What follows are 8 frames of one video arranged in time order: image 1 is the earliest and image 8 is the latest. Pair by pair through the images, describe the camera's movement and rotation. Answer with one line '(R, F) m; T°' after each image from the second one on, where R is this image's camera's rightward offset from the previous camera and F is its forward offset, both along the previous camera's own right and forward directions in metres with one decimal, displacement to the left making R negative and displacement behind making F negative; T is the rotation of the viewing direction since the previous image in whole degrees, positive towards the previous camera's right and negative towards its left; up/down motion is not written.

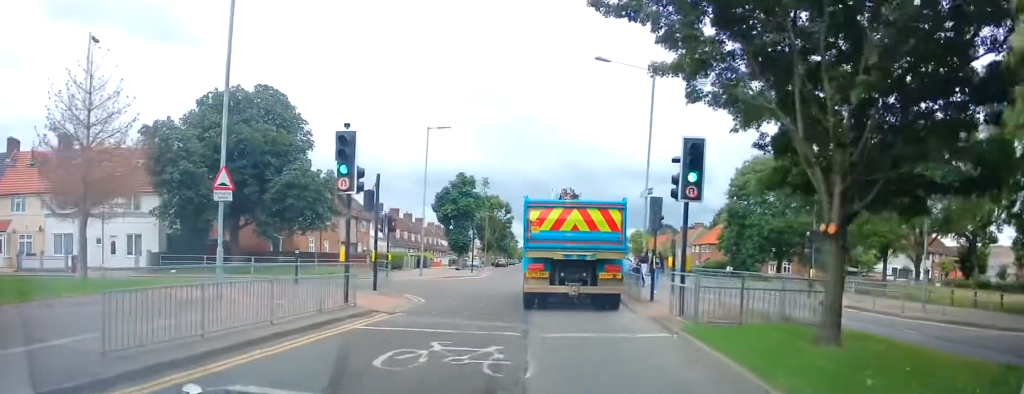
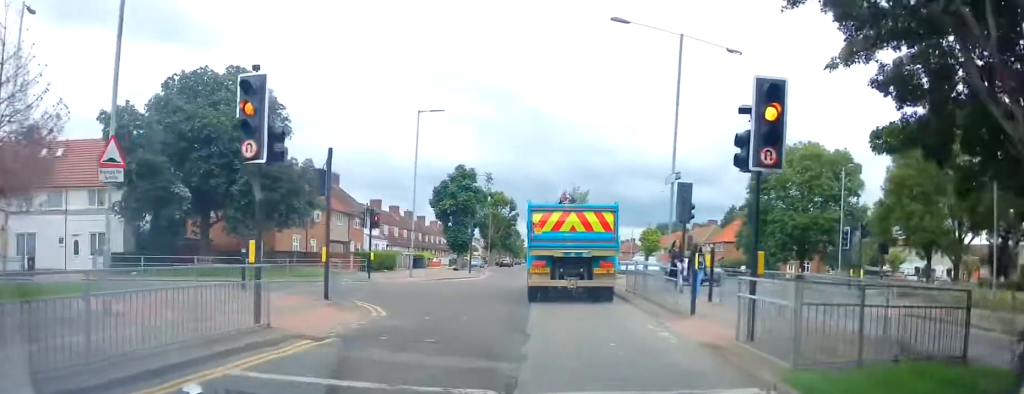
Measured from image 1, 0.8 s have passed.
(-0.4, +4.5) m; -4°
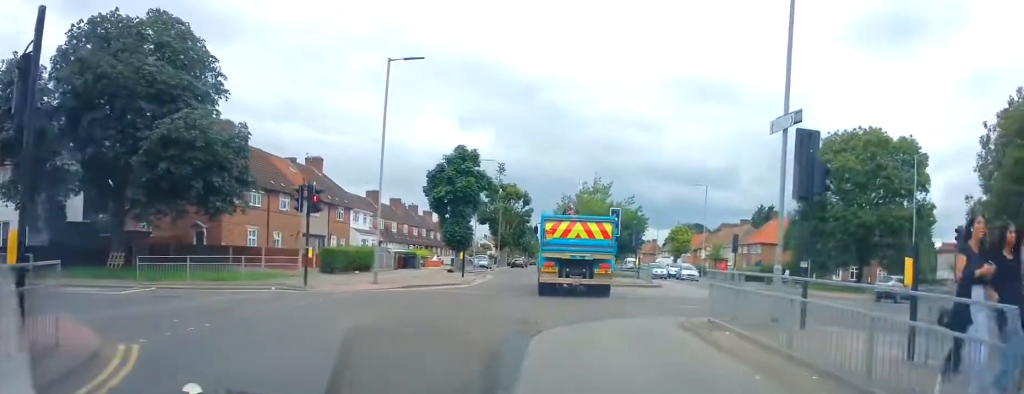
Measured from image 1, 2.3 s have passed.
(+0.1, +9.5) m; +3°
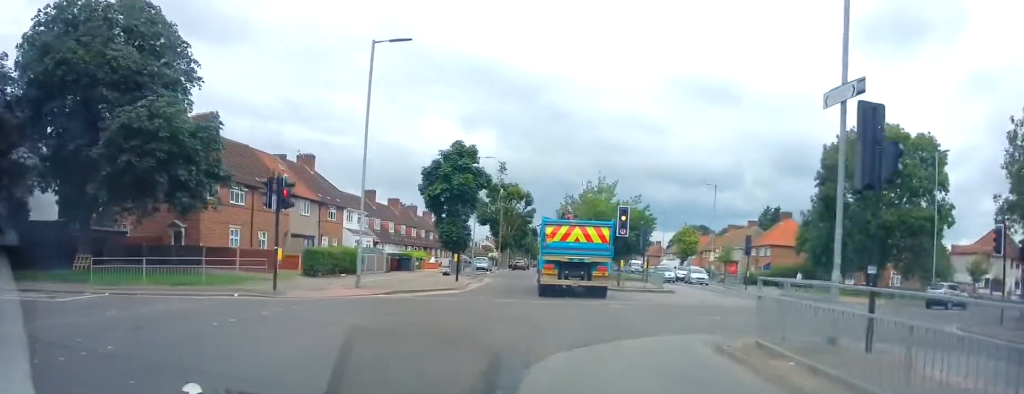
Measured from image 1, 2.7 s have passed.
(-0.1, +2.6) m; +2°
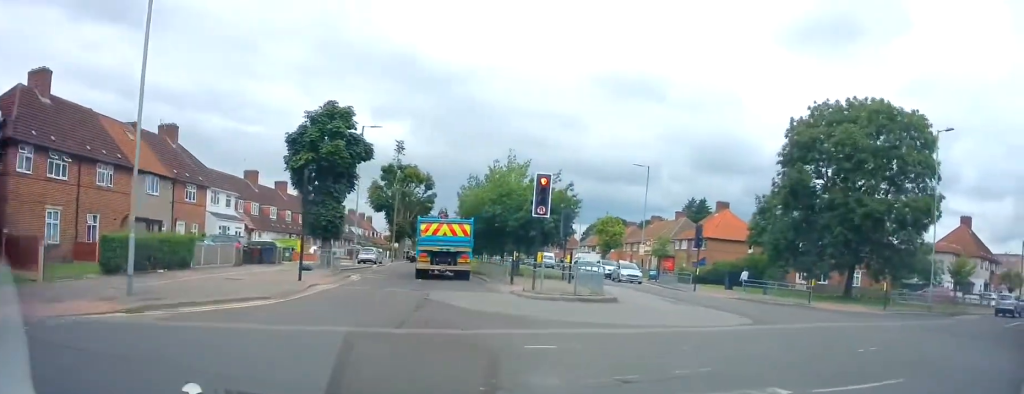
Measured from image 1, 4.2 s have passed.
(+1.0, +9.0) m; +15°
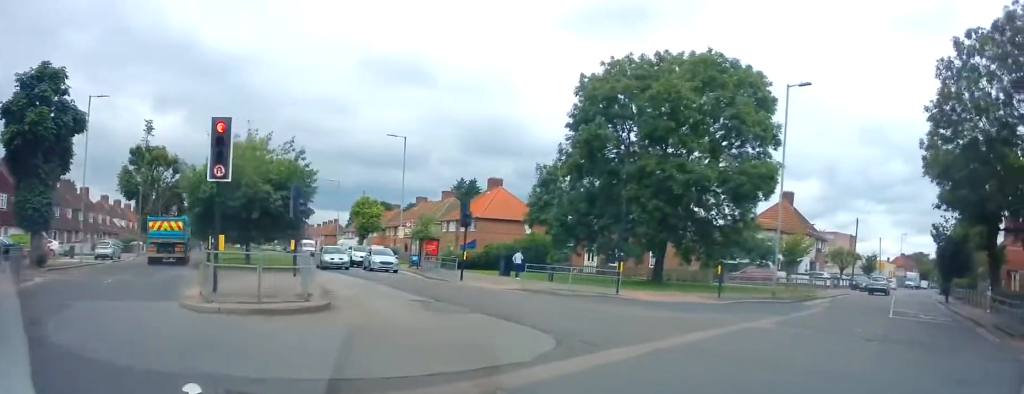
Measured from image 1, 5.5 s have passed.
(+1.0, +6.8) m; +19°
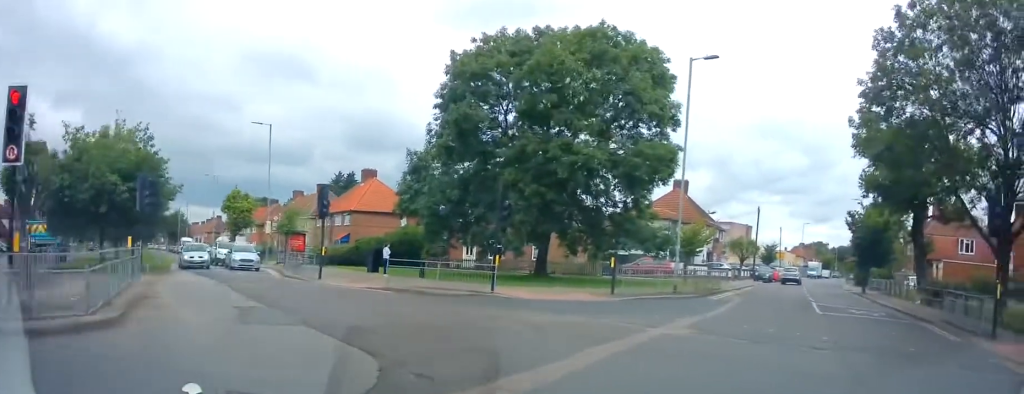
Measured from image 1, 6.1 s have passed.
(+0.2, +3.0) m; +9°
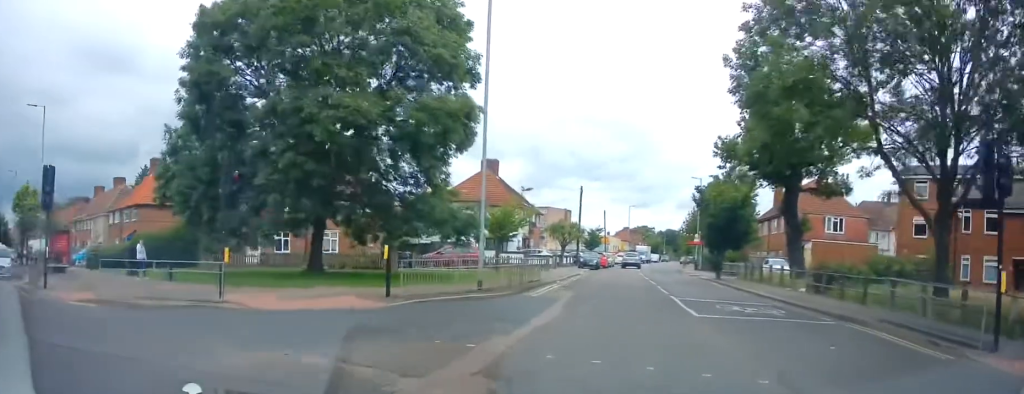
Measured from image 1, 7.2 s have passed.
(+1.0, +6.1) m; +14°
